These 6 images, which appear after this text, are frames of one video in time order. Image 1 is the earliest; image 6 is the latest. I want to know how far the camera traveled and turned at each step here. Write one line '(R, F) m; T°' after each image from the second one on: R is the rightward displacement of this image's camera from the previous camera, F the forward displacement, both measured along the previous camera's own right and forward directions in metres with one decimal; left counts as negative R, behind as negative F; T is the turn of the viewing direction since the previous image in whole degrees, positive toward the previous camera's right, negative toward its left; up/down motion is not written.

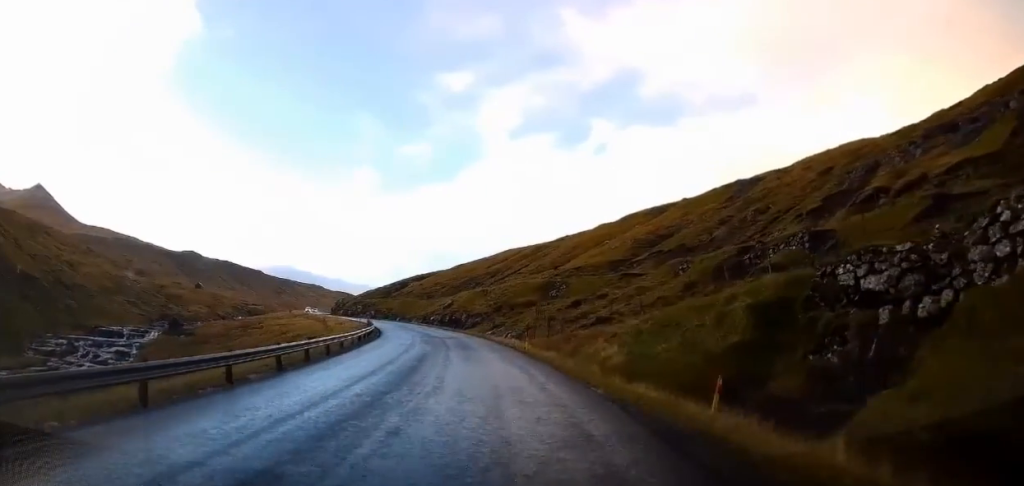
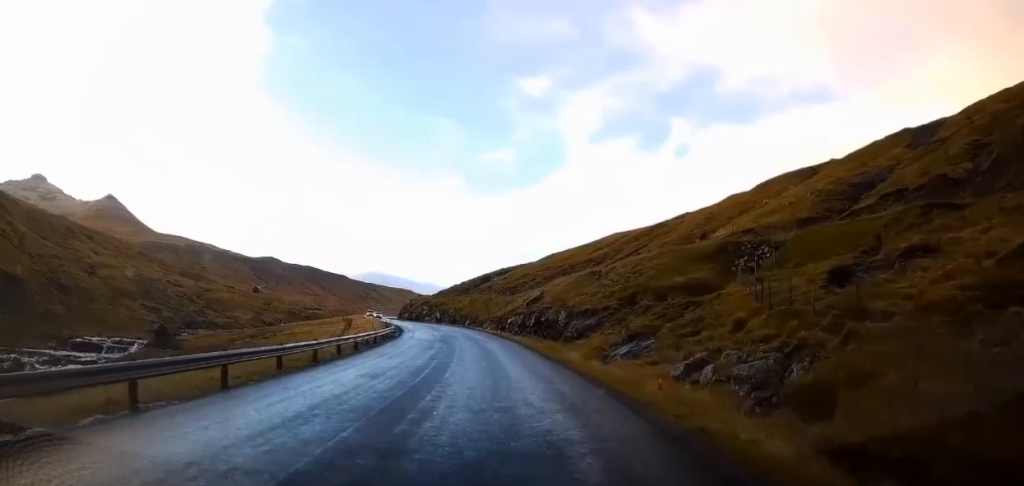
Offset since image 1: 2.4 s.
(-3.6, +36.8) m; -9°
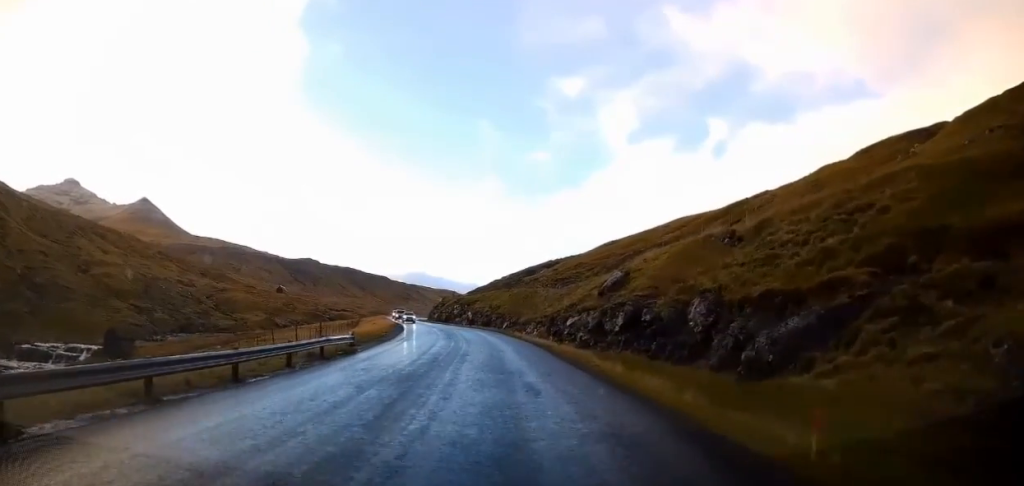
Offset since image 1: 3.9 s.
(-0.9, +23.8) m; -5°
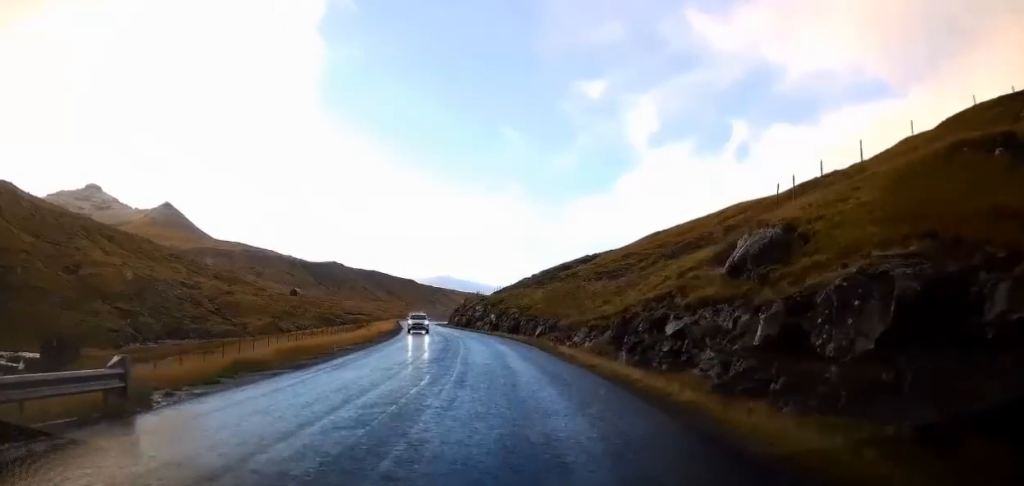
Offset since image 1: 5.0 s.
(-0.3, +17.7) m; -2°
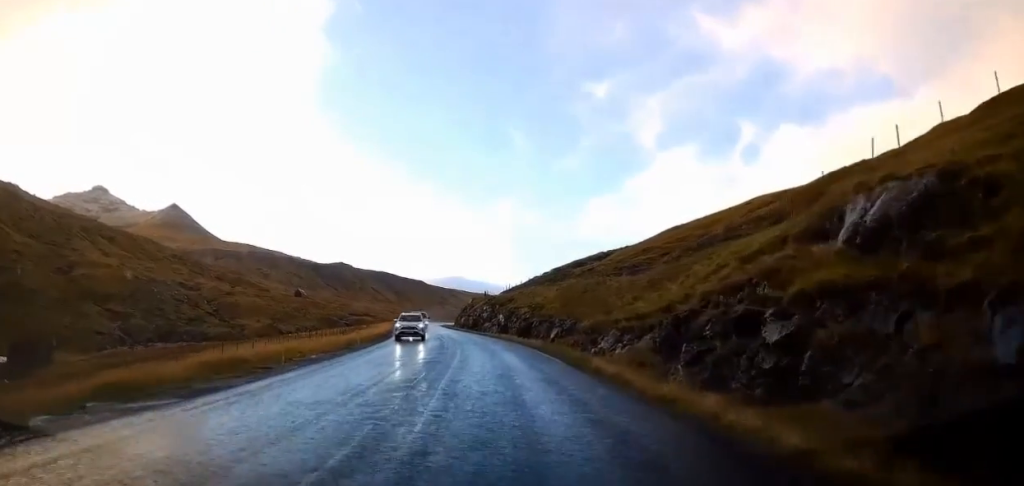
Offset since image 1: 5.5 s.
(0.0, +6.8) m; -1°
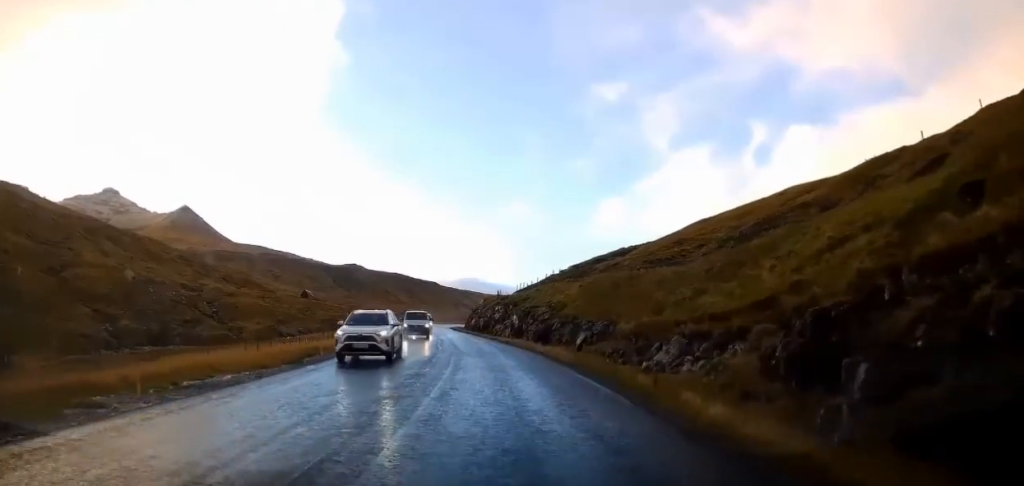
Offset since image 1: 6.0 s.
(0.0, +8.3) m; -2°
